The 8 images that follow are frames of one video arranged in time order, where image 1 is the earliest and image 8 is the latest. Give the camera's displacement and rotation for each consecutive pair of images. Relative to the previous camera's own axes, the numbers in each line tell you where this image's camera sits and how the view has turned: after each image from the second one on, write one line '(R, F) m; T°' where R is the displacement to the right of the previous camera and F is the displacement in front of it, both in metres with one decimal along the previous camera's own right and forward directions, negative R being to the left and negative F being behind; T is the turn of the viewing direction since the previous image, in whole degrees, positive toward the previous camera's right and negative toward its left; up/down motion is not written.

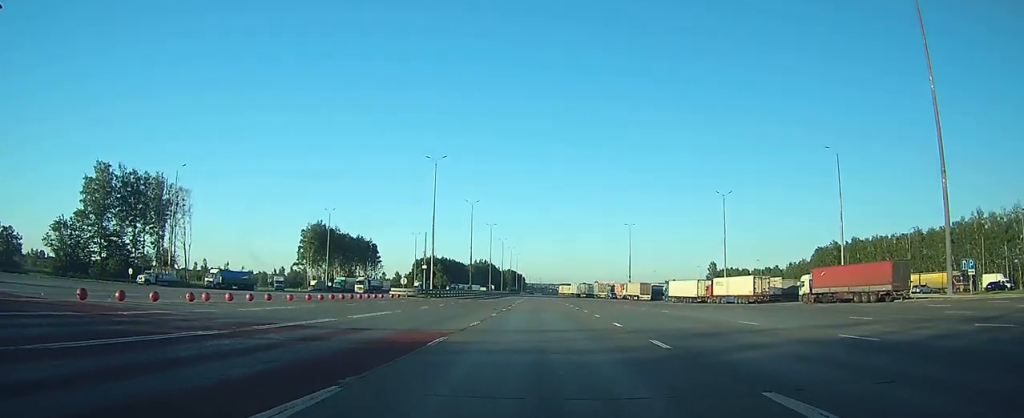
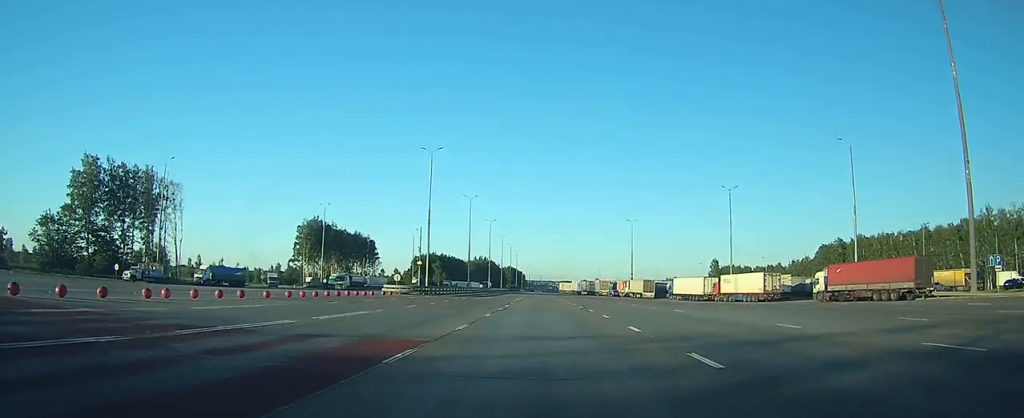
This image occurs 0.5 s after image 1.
(0.0, +2.9) m; +1°
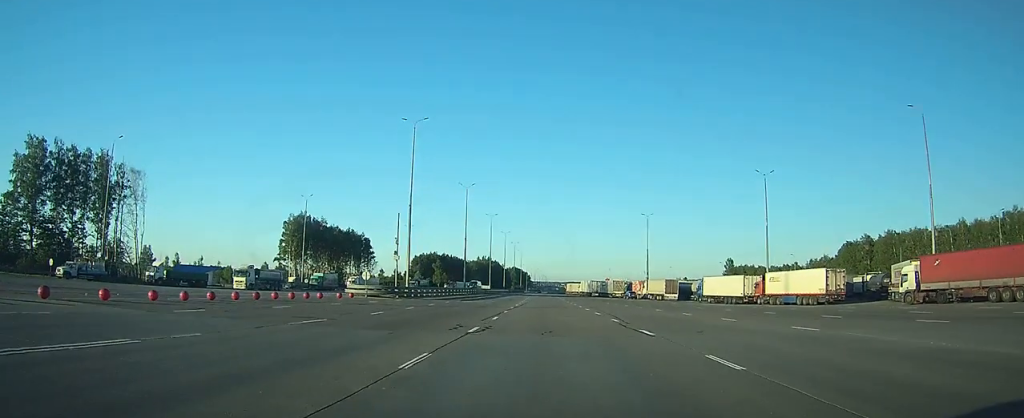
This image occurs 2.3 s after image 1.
(+0.2, +13.8) m; 0°
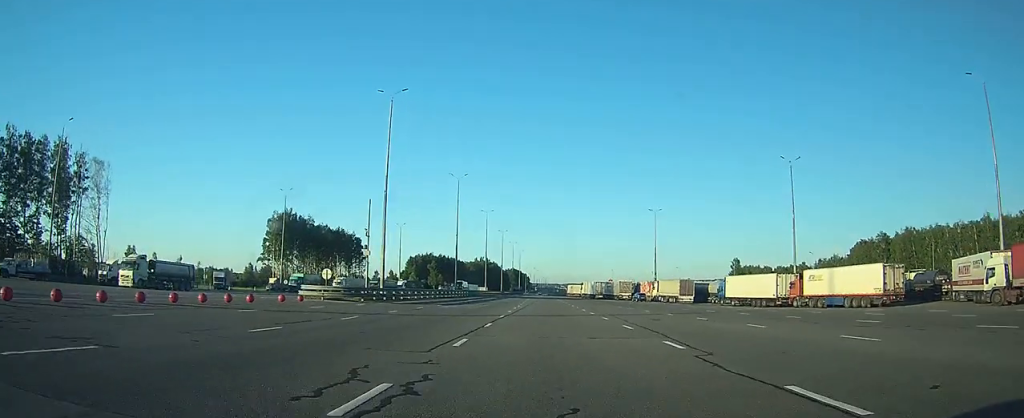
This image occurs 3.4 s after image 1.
(-0.1, +10.2) m; 0°
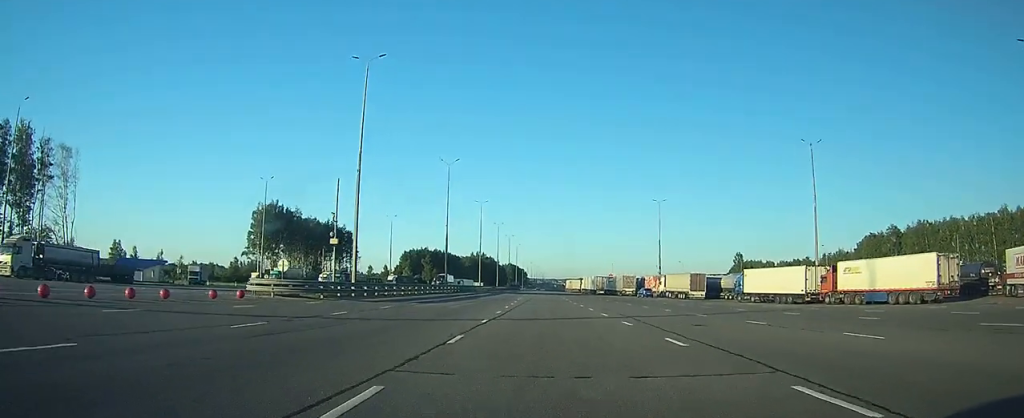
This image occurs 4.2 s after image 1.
(+0.1, +7.8) m; +1°
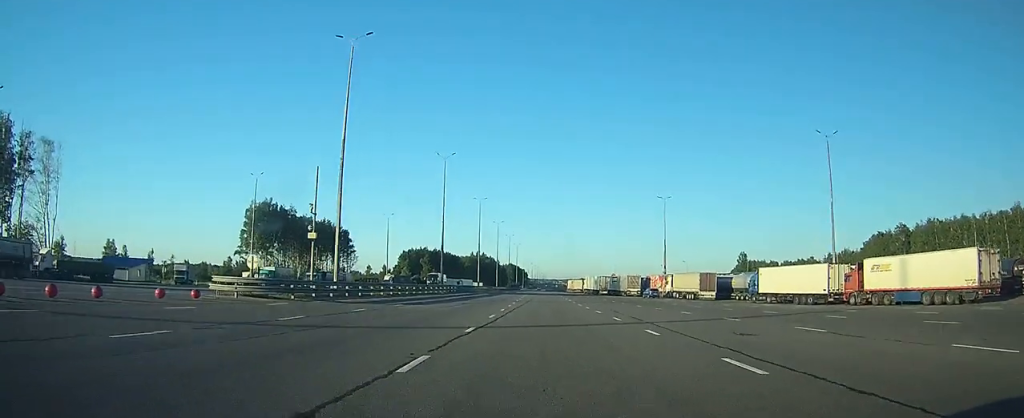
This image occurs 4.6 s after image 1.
(0.0, +4.3) m; 0°
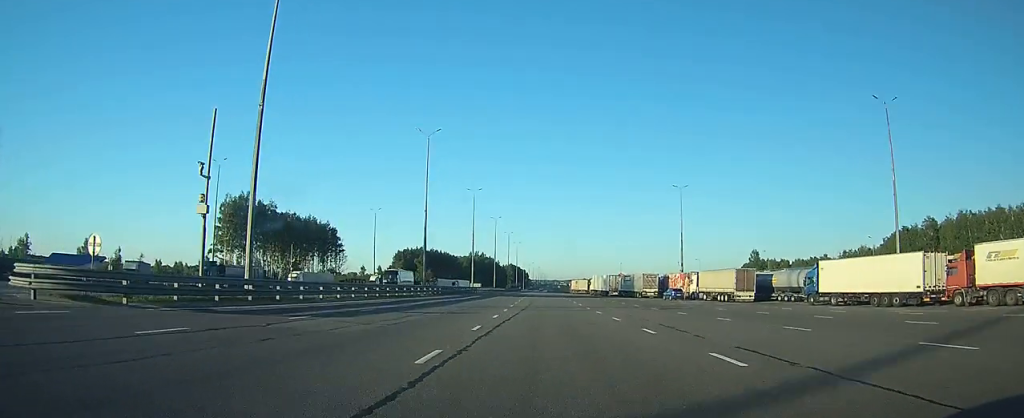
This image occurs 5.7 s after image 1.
(0.0, +14.1) m; 0°
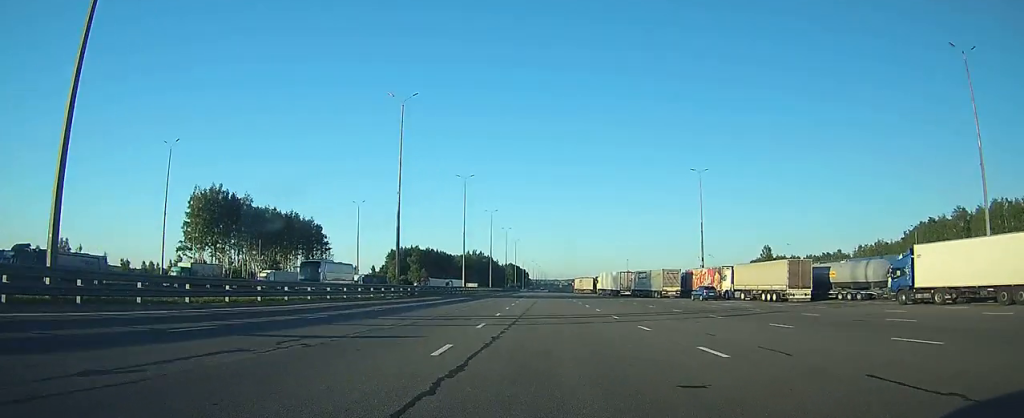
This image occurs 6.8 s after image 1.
(0.0, +14.1) m; 0°
